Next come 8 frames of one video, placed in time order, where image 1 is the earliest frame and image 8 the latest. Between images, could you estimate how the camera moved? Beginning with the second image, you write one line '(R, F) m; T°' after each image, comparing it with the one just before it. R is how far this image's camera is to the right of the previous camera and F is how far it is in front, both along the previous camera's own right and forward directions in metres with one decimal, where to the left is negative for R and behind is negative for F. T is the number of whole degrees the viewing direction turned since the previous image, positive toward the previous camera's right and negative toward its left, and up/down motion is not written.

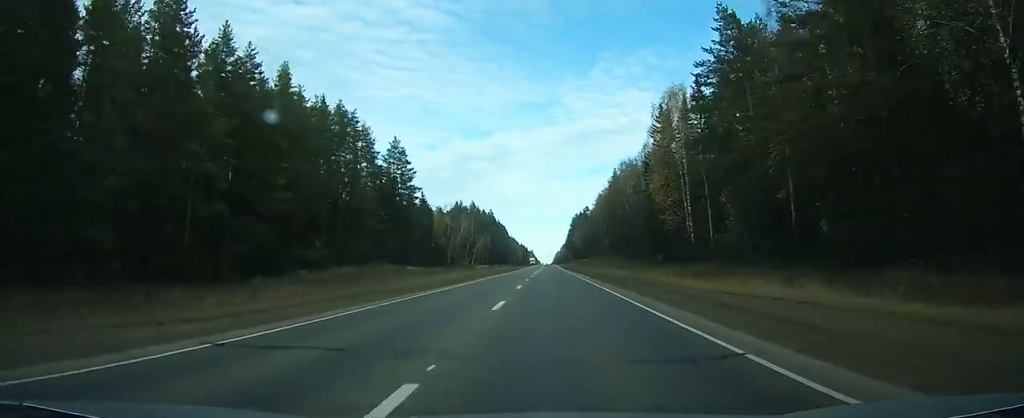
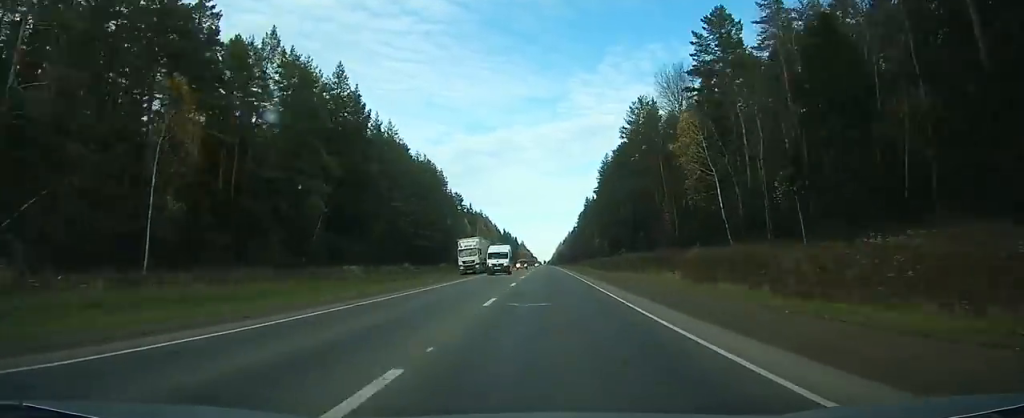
(-0.1, +240.0) m; 0°
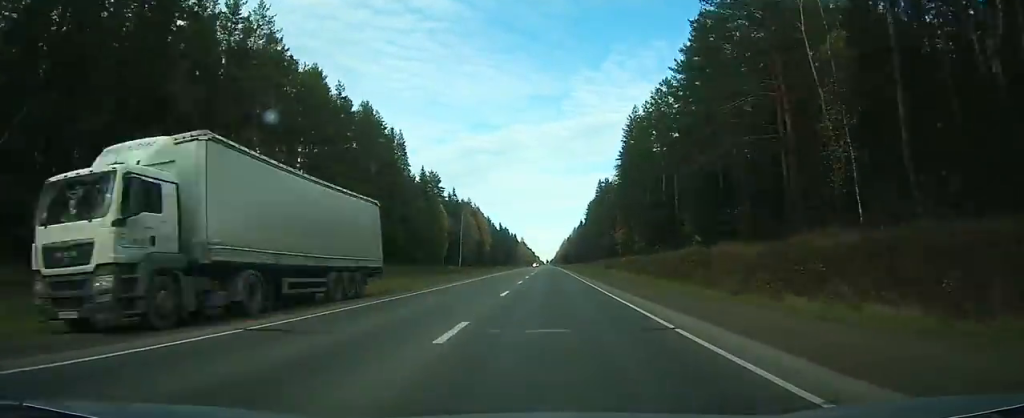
(-0.2, +55.3) m; 0°
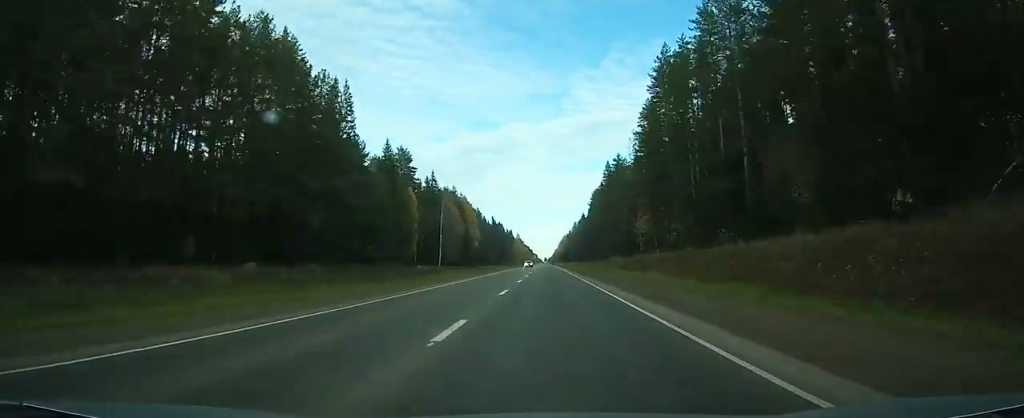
(0.0, +36.2) m; 0°
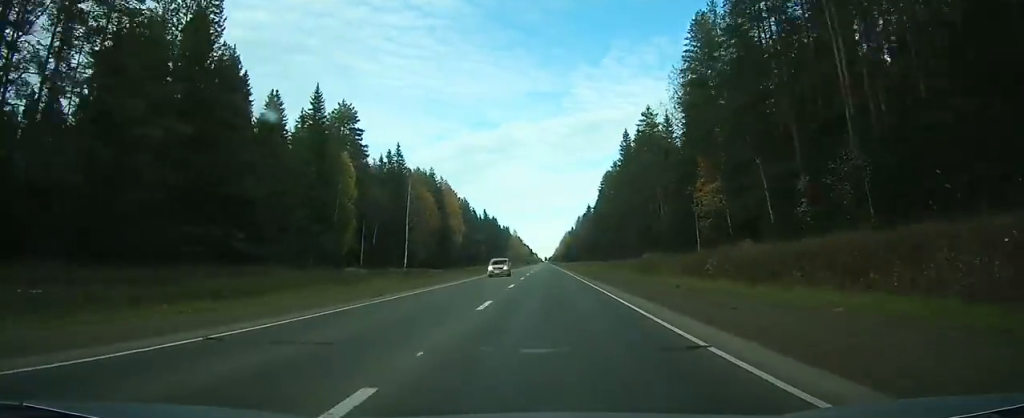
(0.0, +42.6) m; 0°
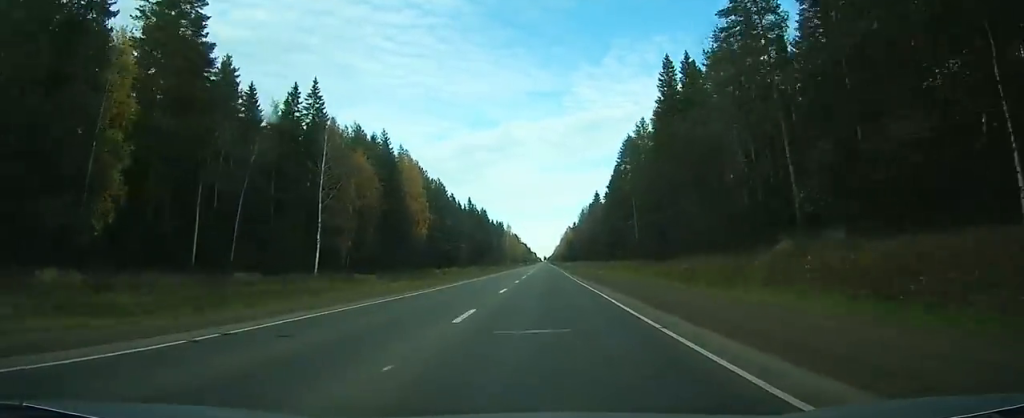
(0.0, +51.2) m; 0°
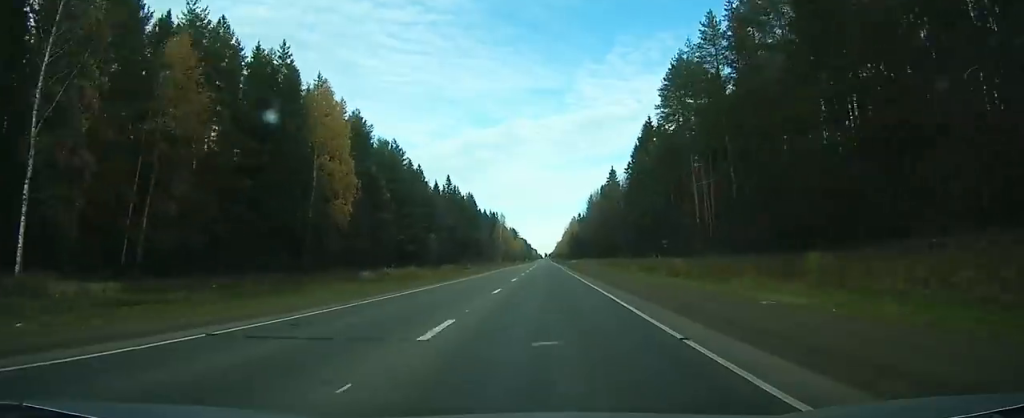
(-0.1, +51.3) m; 0°
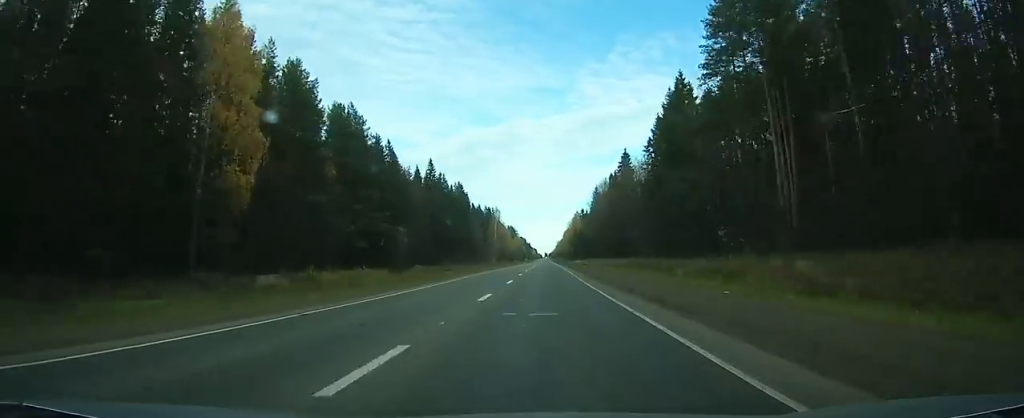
(-0.1, +27.8) m; 0°
